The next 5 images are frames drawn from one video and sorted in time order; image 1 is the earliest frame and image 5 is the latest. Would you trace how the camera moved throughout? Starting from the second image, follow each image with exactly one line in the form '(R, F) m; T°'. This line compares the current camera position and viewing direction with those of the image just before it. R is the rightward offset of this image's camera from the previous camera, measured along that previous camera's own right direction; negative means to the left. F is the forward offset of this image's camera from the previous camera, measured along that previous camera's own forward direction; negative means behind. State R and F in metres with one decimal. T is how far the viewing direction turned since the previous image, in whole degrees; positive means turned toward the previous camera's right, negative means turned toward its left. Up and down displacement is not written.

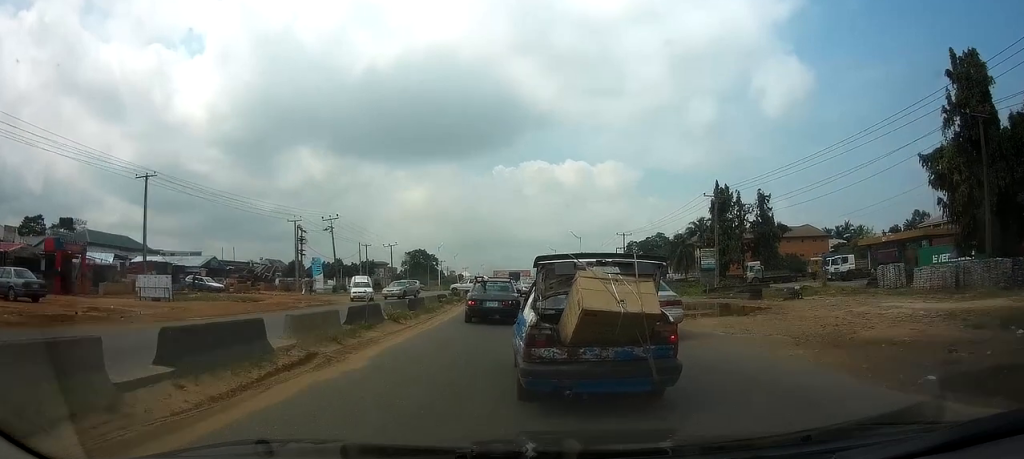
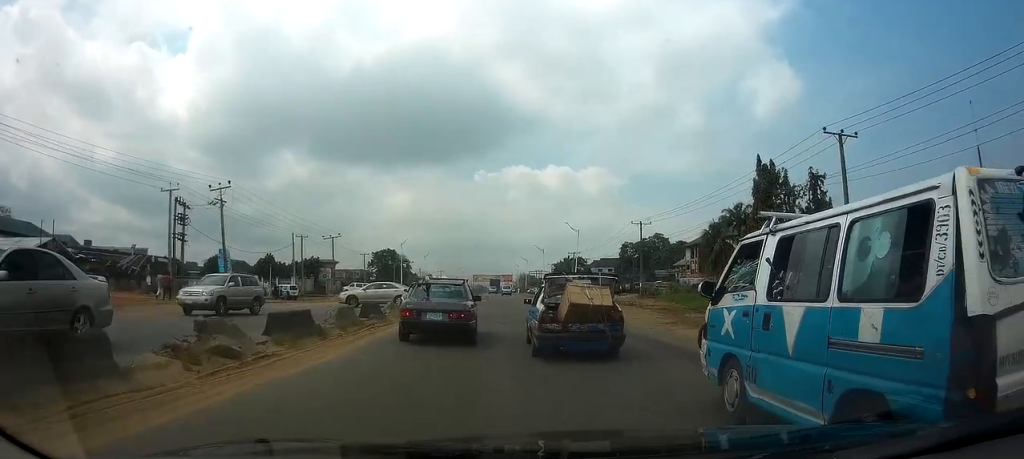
(+0.2, +24.6) m; +2°
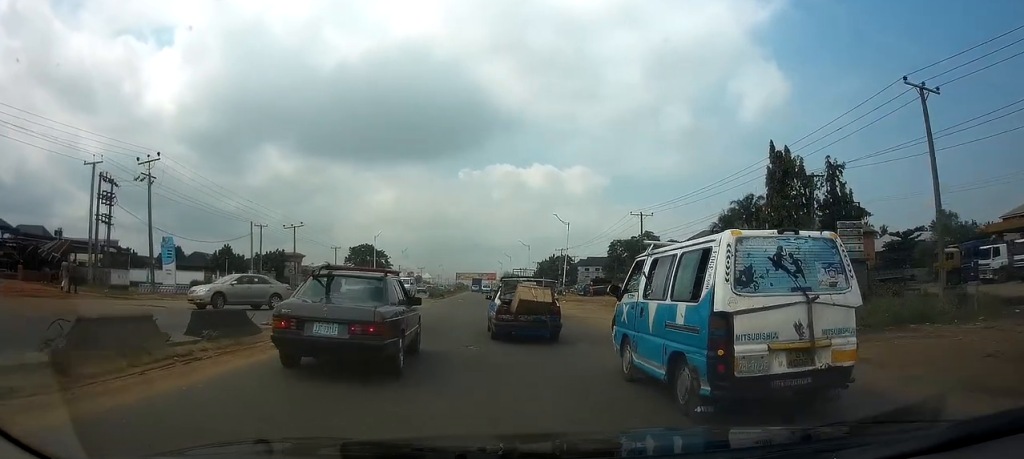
(+0.1, +8.7) m; 0°
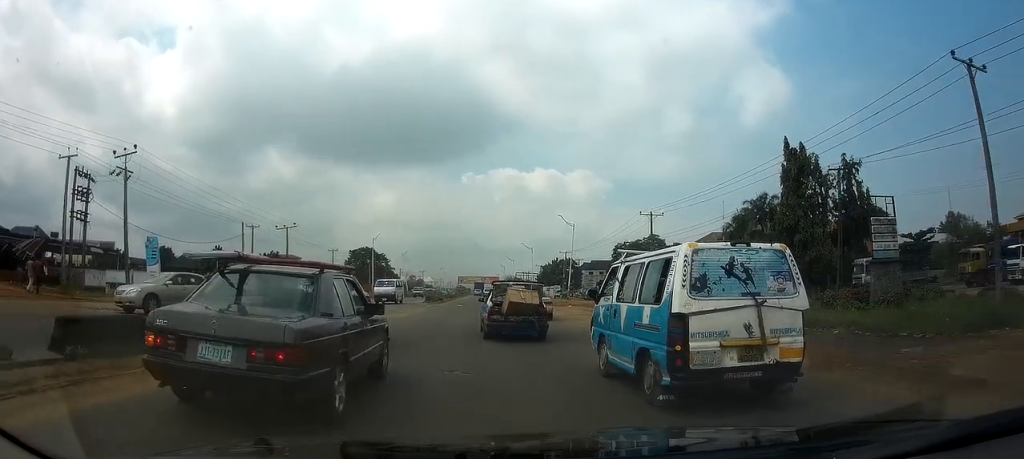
(0.0, +3.5) m; -1°
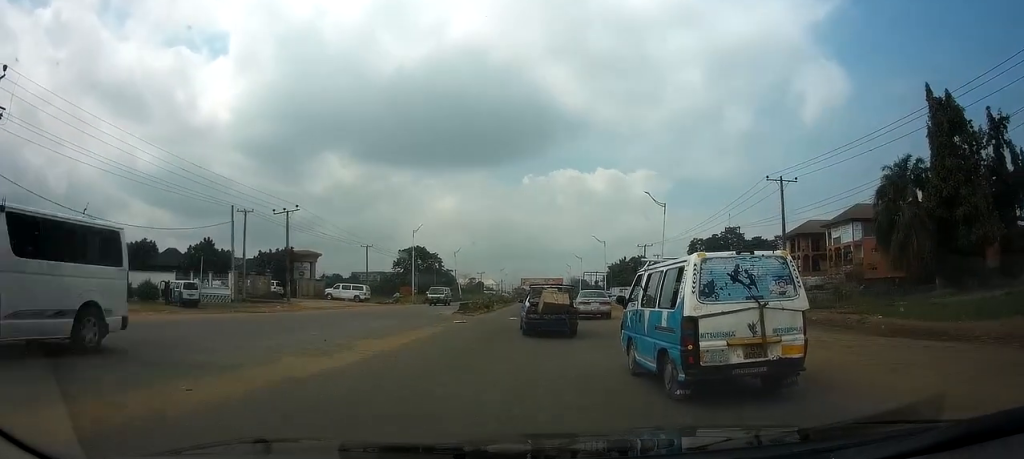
(-0.8, +17.5) m; -5°
